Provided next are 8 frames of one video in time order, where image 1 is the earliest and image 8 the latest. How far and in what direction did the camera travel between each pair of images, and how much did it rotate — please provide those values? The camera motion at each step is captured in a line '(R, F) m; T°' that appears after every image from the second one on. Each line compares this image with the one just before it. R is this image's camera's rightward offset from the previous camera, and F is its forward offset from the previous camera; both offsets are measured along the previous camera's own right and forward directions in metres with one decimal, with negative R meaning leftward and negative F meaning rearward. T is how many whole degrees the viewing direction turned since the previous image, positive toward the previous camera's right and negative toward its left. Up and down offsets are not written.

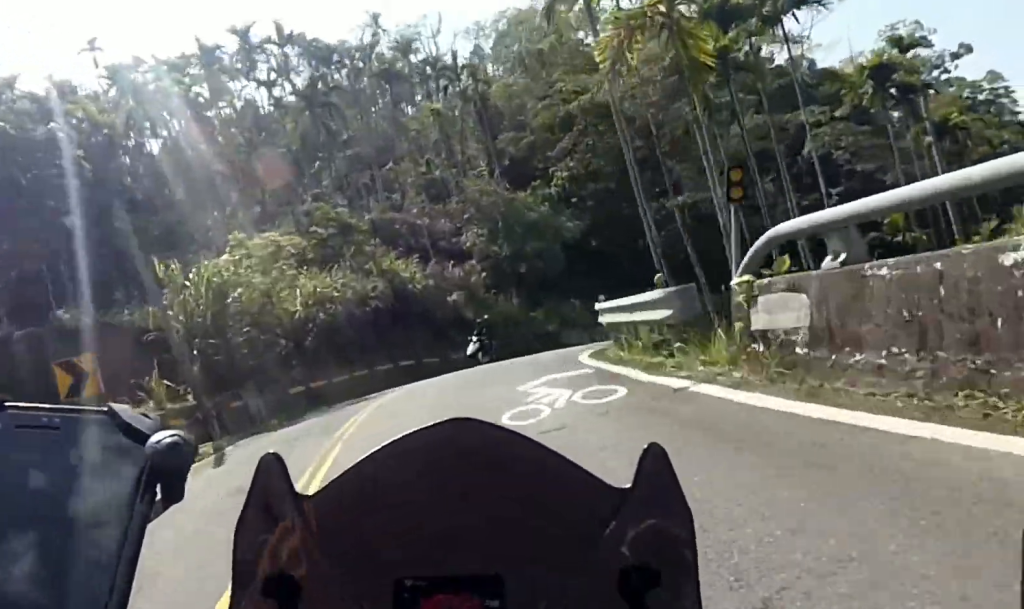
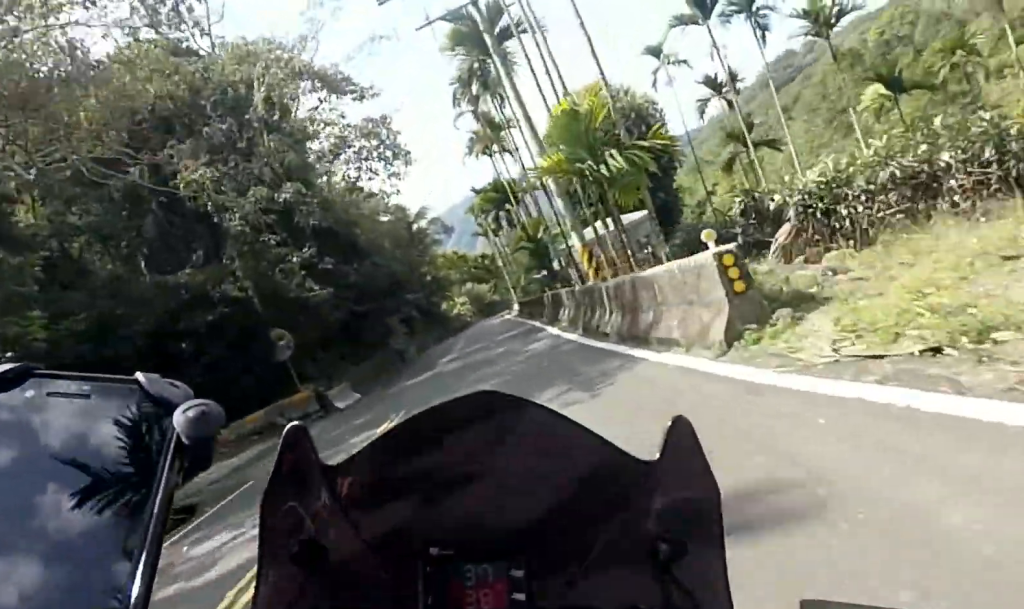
(+16.1, +26.9) m; +43°
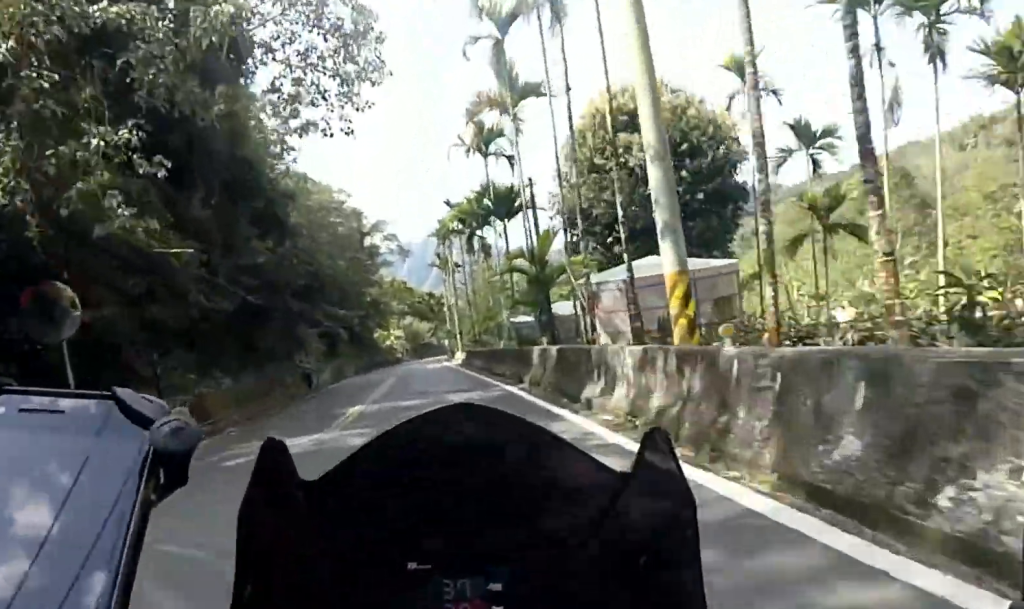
(0.0, +8.6) m; 0°
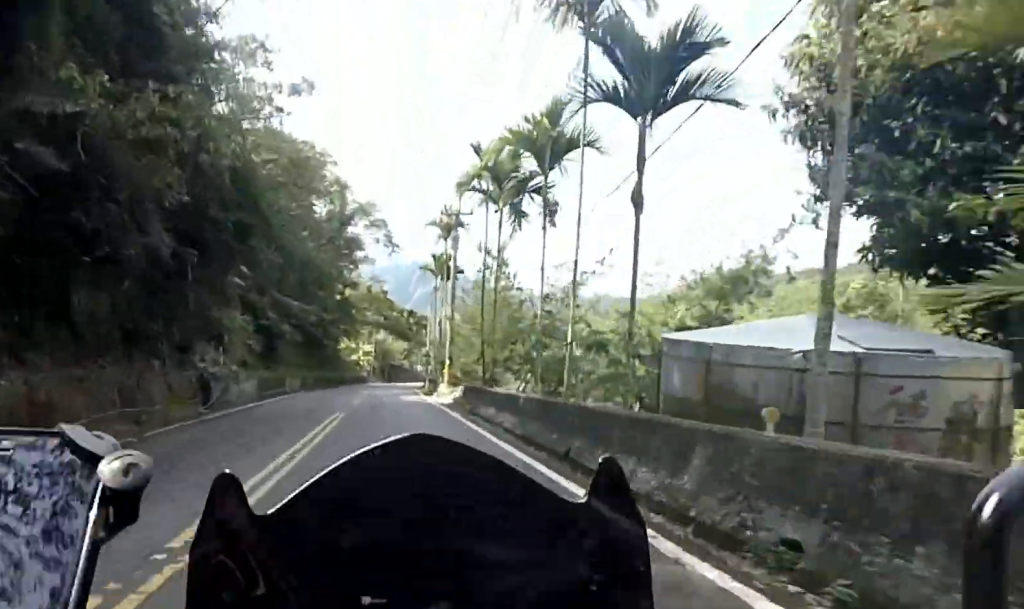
(0.0, +11.7) m; +1°
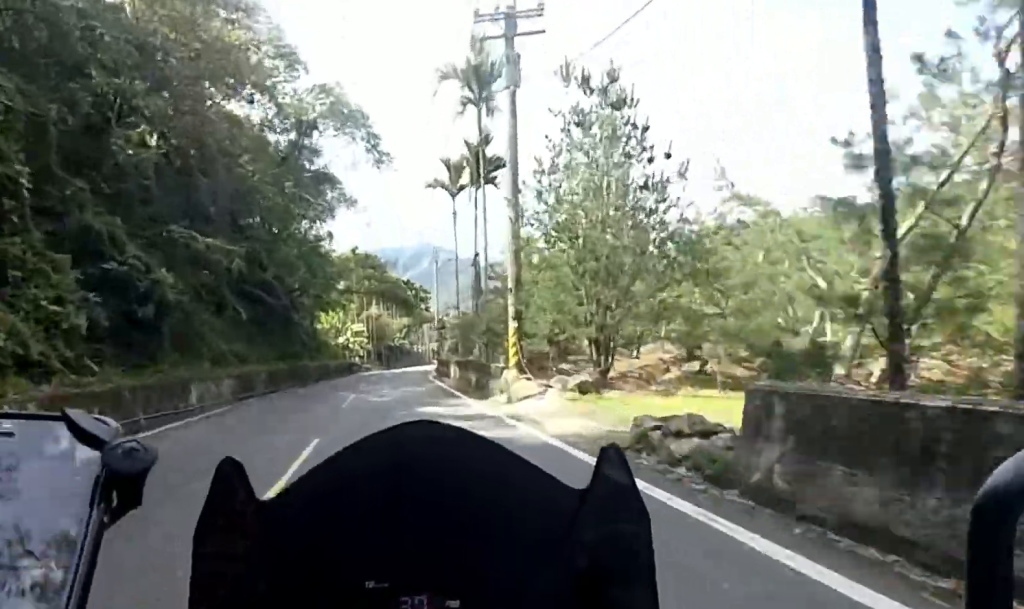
(+0.2, +16.5) m; +4°
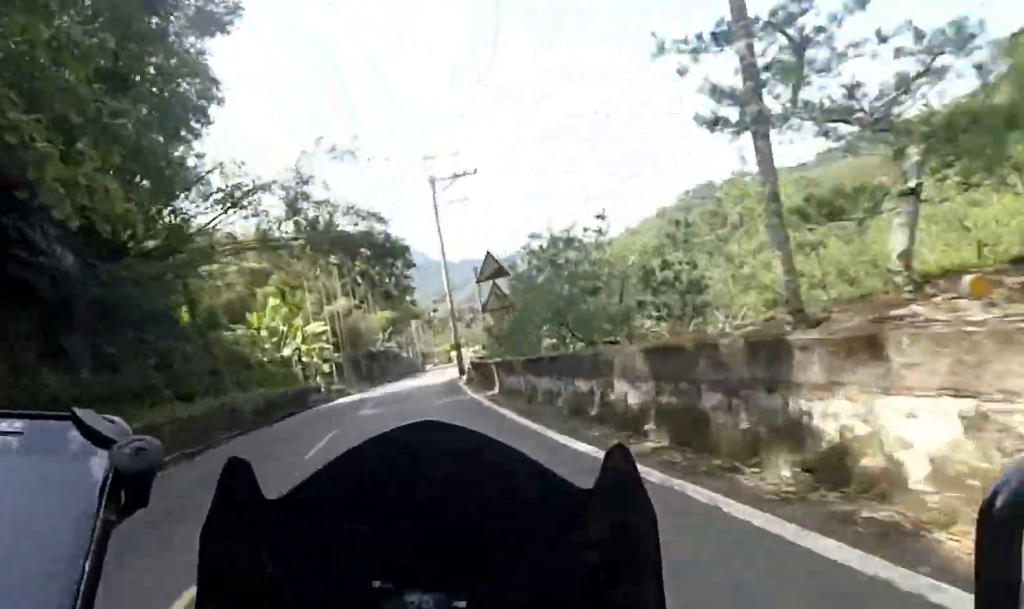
(+1.8, +24.4) m; +5°
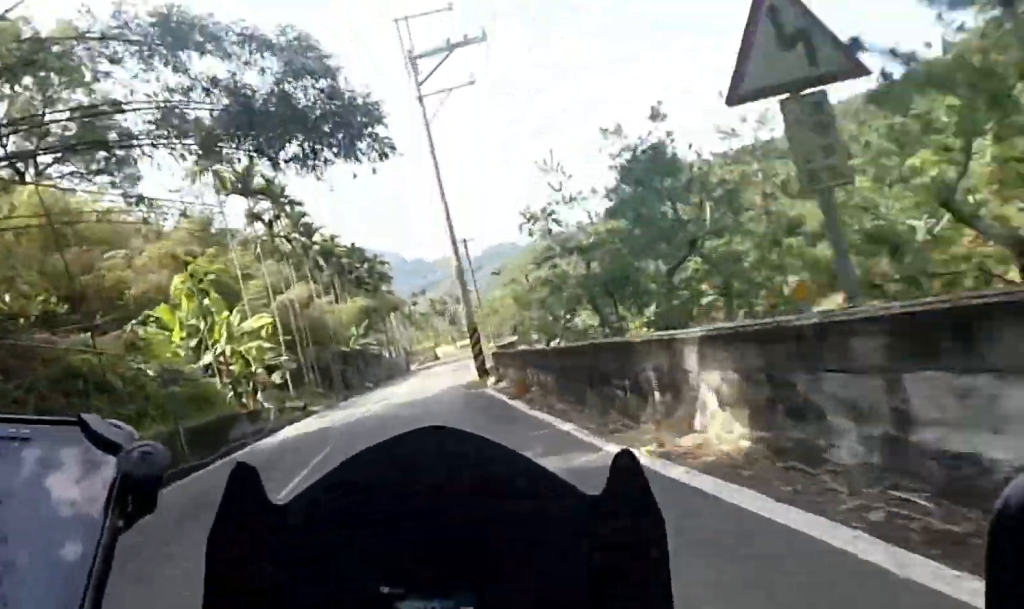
(+0.1, +11.7) m; 0°
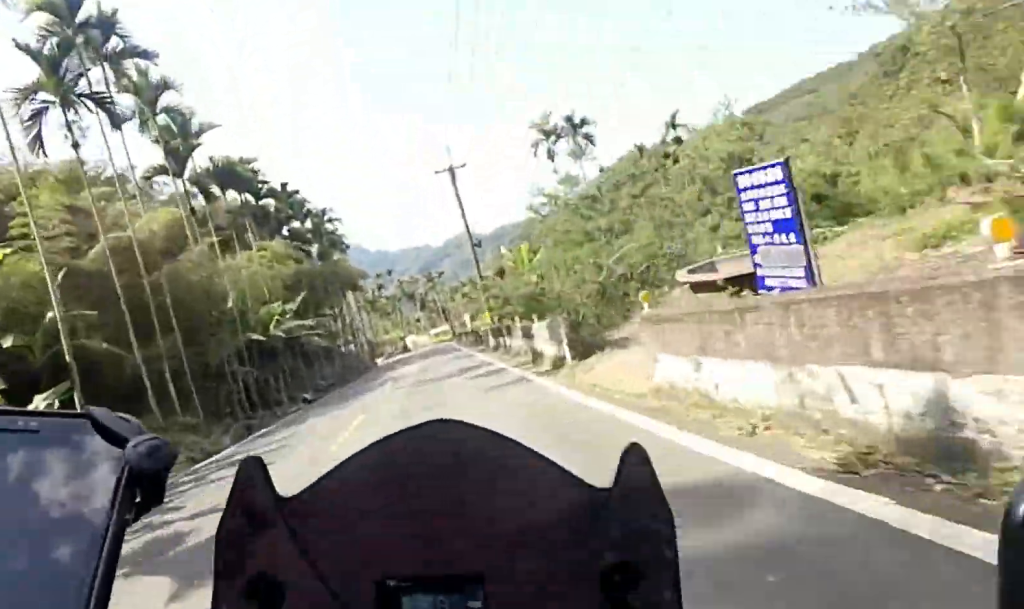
(-0.5, +17.5) m; -2°
